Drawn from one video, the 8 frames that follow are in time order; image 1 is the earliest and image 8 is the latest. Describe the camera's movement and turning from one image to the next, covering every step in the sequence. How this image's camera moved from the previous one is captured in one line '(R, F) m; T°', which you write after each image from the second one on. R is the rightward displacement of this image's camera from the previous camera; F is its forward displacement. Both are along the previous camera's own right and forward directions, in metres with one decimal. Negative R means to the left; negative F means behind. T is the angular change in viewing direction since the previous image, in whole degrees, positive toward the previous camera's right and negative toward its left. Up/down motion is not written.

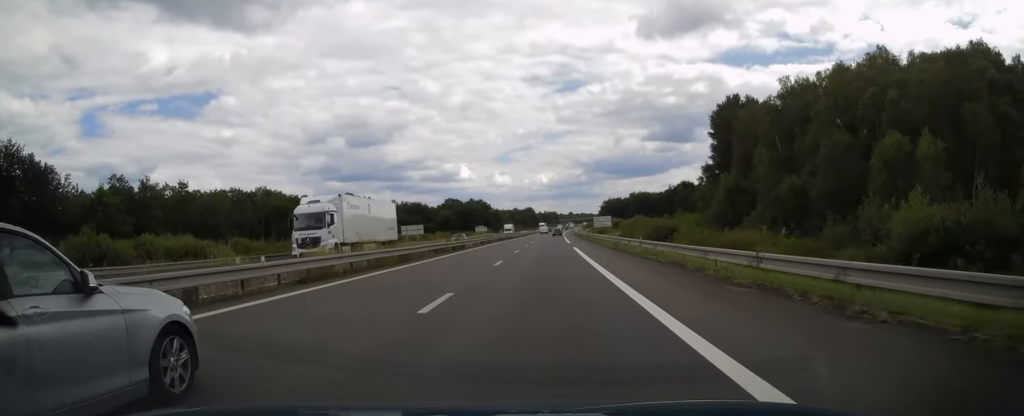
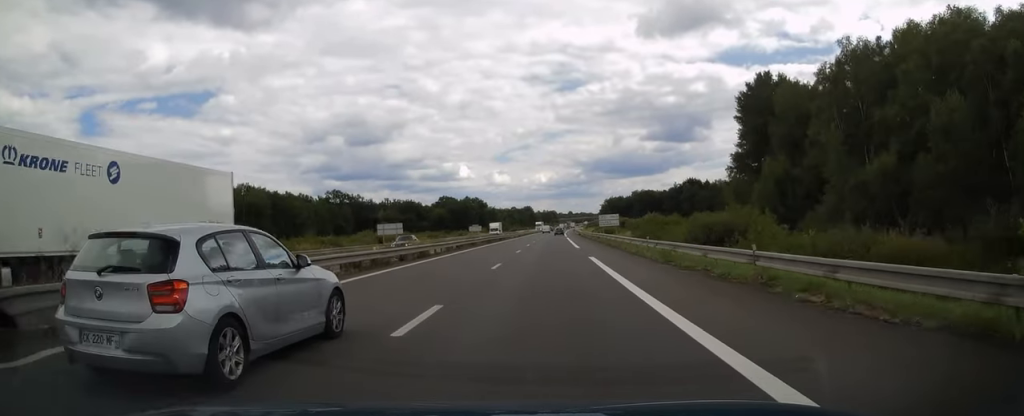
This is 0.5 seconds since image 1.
(0.0, +15.5) m; 0°
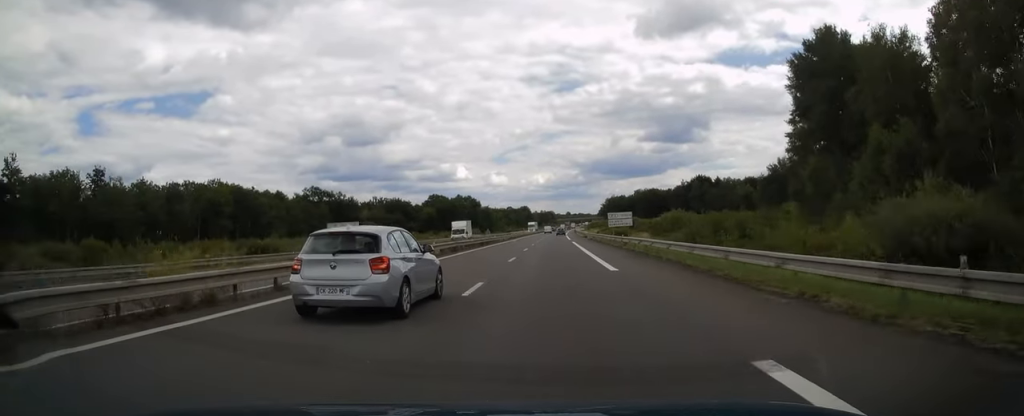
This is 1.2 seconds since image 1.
(0.0, +21.4) m; 0°
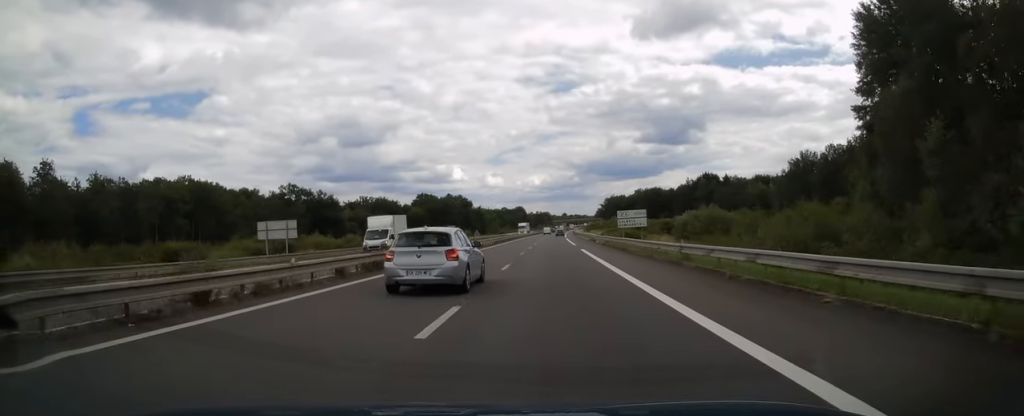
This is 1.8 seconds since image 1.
(0.0, +17.9) m; 0°
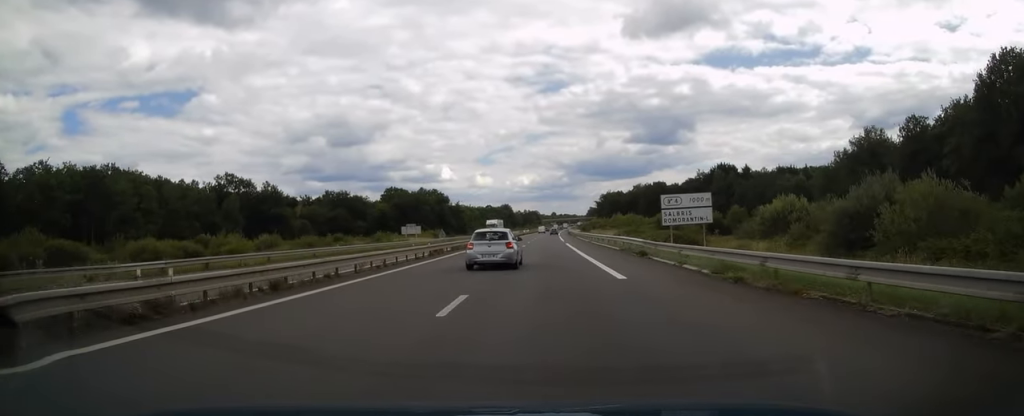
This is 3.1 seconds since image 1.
(+0.3, +37.2) m; +1°
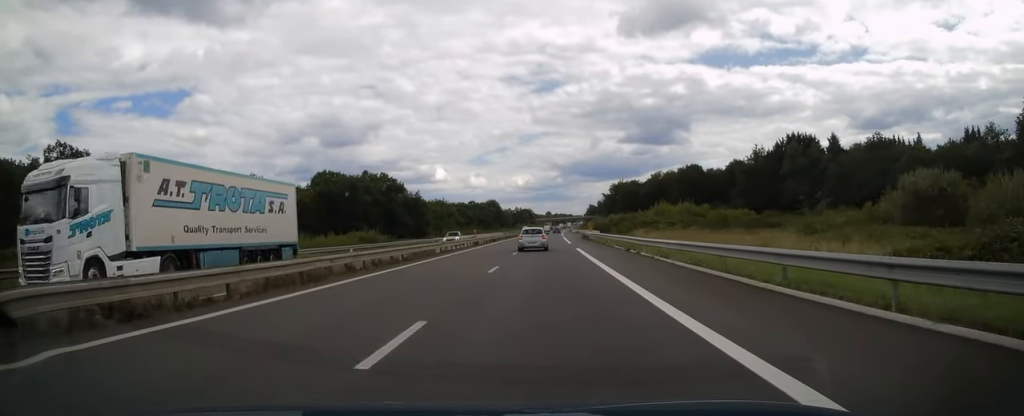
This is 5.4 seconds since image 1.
(+0.7, +68.6) m; +1°
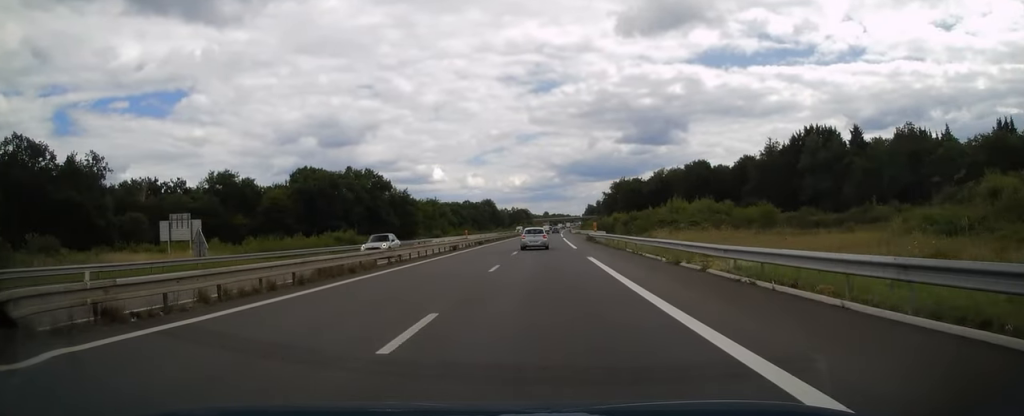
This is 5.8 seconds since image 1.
(0.0, +12.3) m; 0°
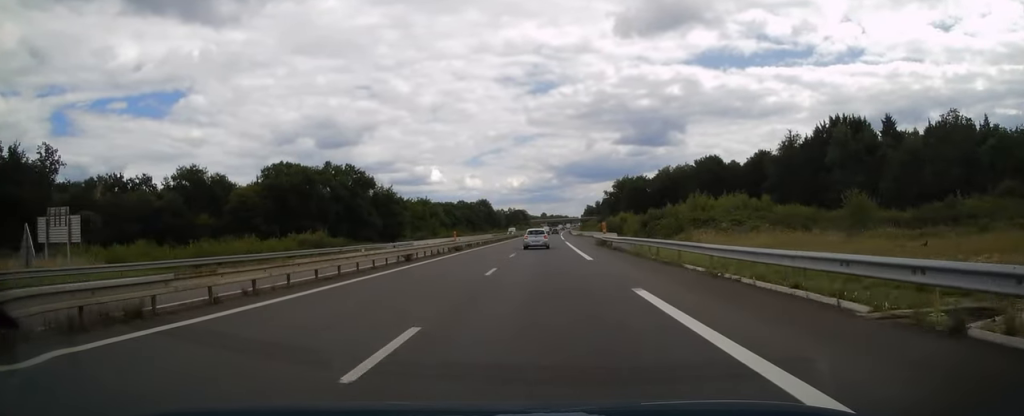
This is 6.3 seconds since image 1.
(0.0, +14.3) m; 0°
